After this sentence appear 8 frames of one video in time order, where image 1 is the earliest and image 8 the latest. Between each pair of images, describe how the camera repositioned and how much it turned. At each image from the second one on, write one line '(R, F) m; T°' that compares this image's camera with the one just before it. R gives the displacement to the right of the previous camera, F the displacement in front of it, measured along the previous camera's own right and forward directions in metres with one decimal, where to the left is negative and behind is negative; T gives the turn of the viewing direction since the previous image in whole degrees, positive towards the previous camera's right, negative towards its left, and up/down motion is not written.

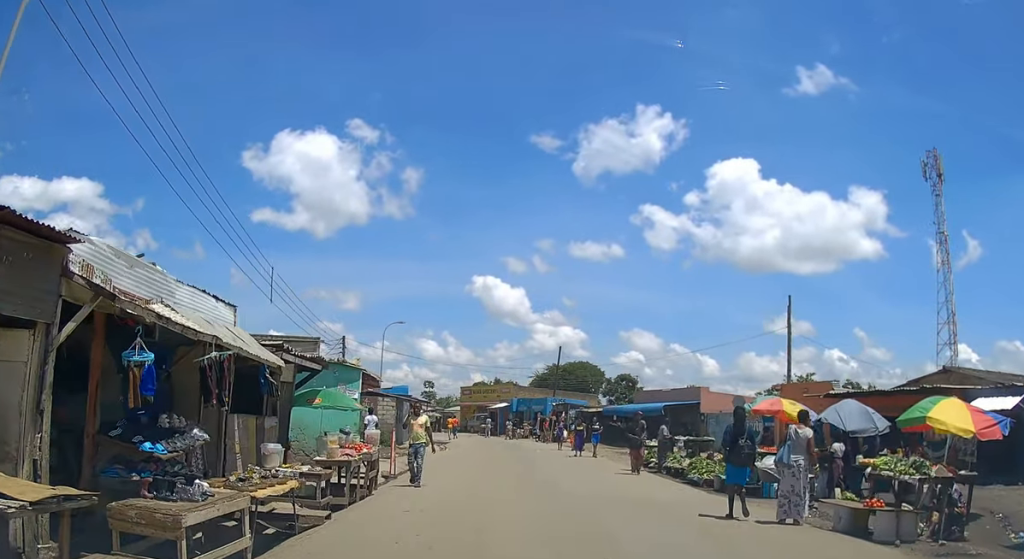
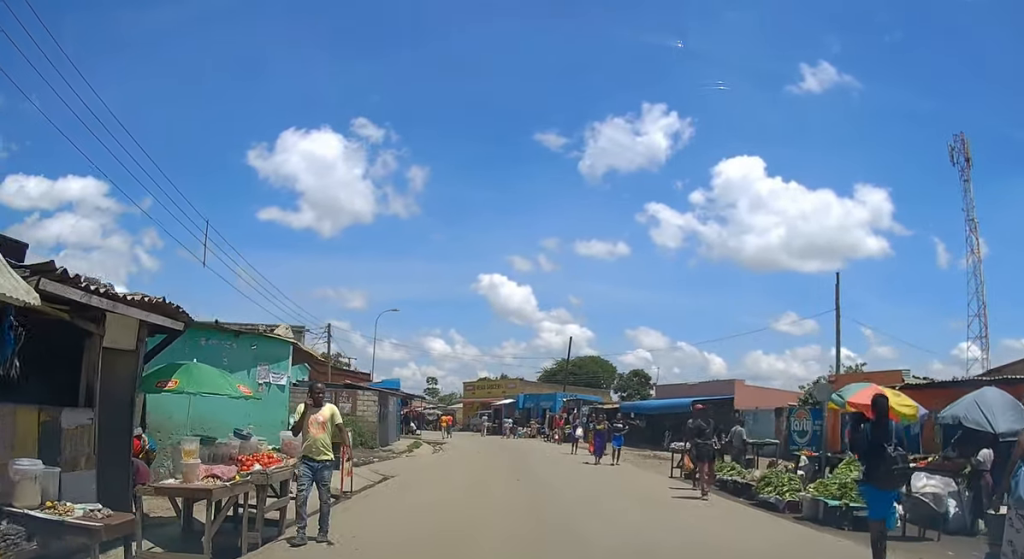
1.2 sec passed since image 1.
(-0.1, +5.1) m; -1°
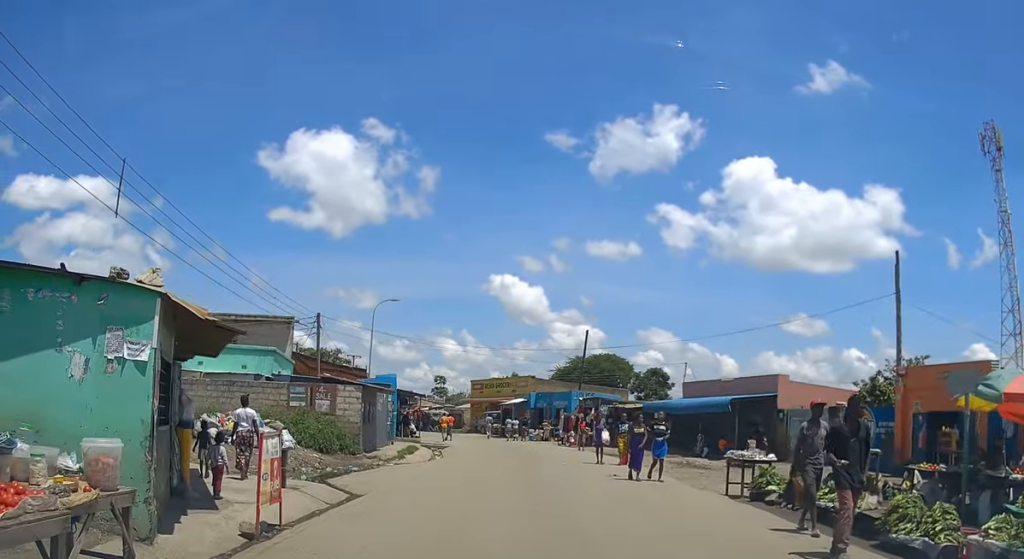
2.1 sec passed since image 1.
(0.0, +4.6) m; -2°
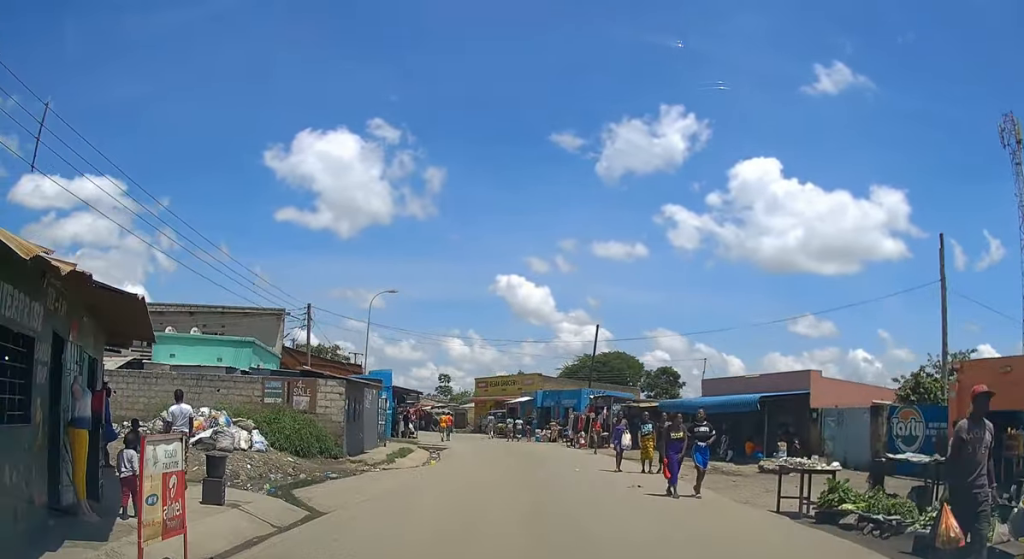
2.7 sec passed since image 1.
(-0.1, +2.9) m; -1°
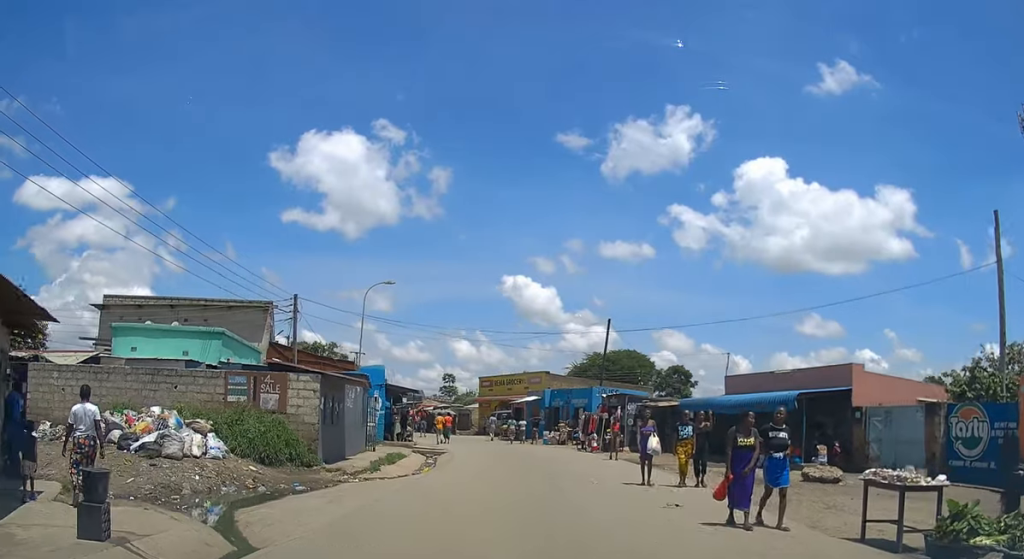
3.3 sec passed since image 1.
(0.0, +3.2) m; 0°
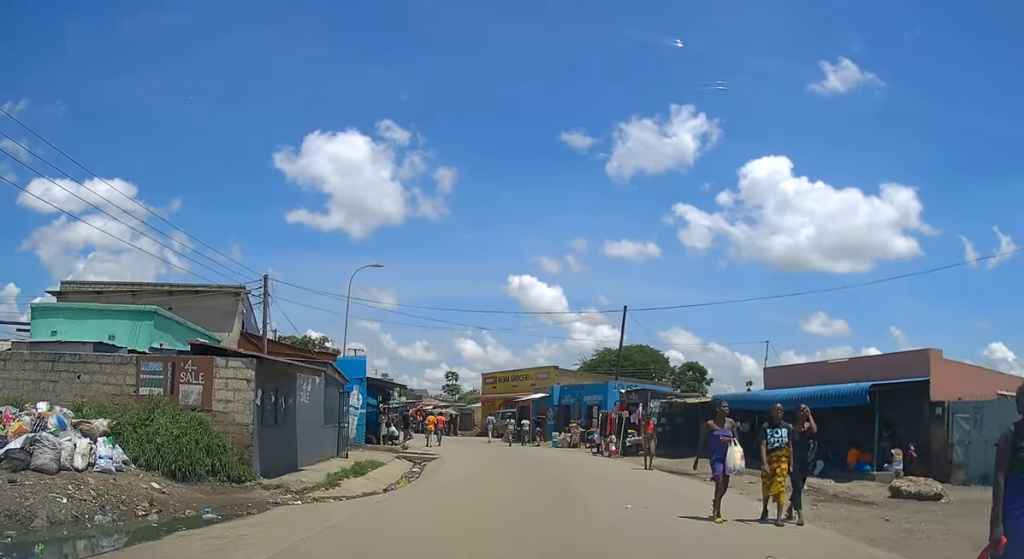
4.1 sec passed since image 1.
(0.0, +4.8) m; 0°
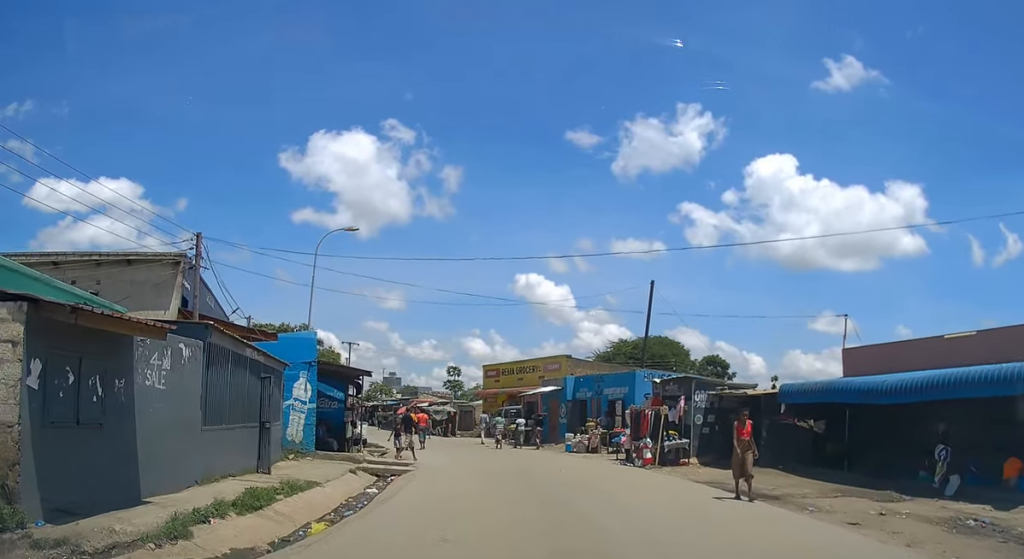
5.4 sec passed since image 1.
(-0.1, +7.2) m; -2°
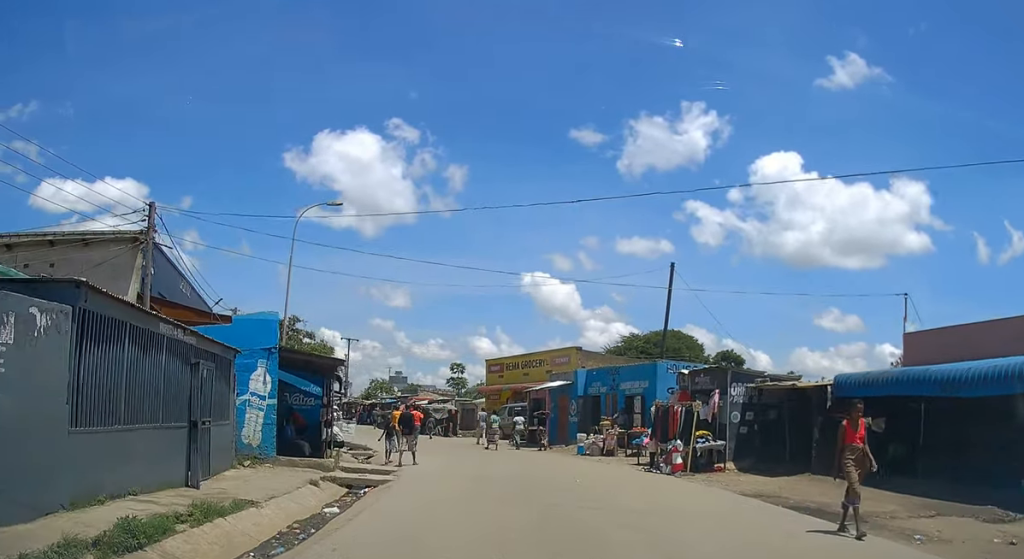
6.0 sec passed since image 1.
(0.0, +3.6) m; -1°
